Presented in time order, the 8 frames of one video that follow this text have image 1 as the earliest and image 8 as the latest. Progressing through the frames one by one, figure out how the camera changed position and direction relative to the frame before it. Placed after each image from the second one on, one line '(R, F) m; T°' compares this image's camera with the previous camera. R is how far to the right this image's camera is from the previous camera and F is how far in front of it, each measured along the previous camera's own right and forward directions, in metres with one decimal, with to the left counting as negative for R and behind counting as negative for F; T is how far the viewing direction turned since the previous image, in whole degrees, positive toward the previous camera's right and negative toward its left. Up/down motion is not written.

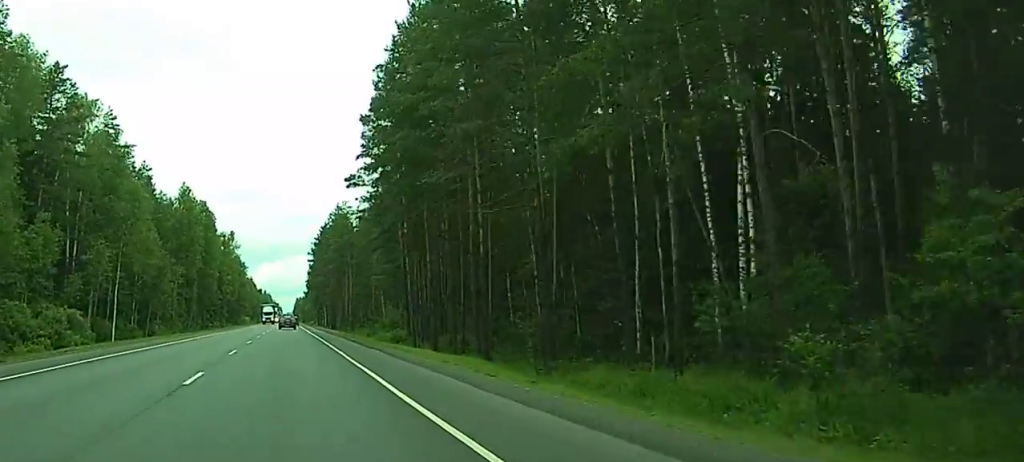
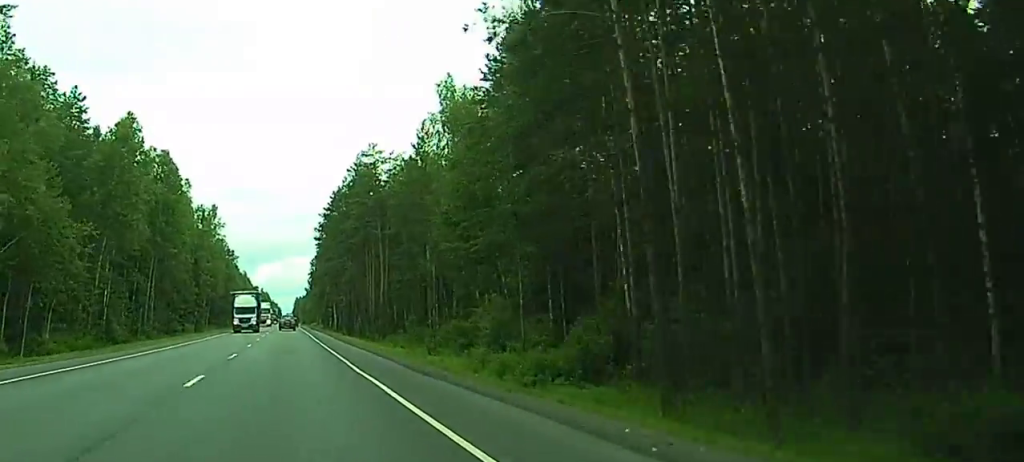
(-0.5, +47.7) m; -1°
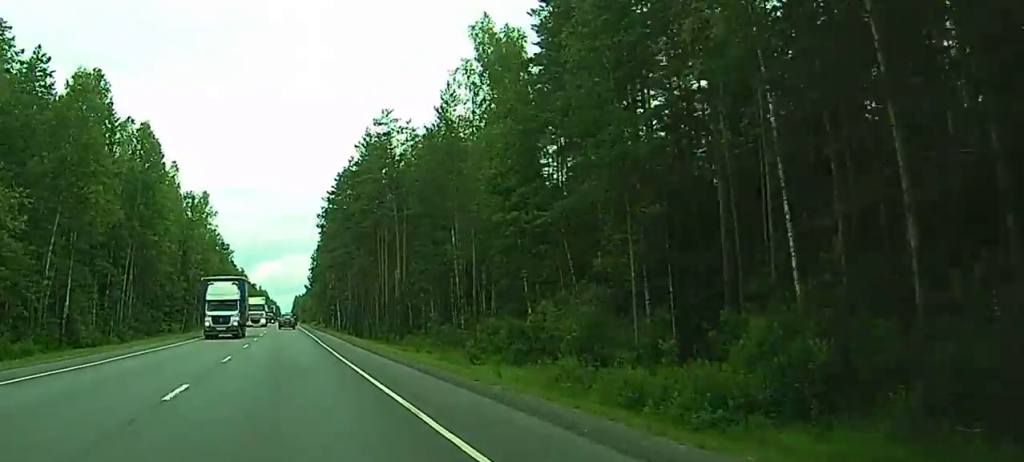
(0.0, +14.7) m; 0°
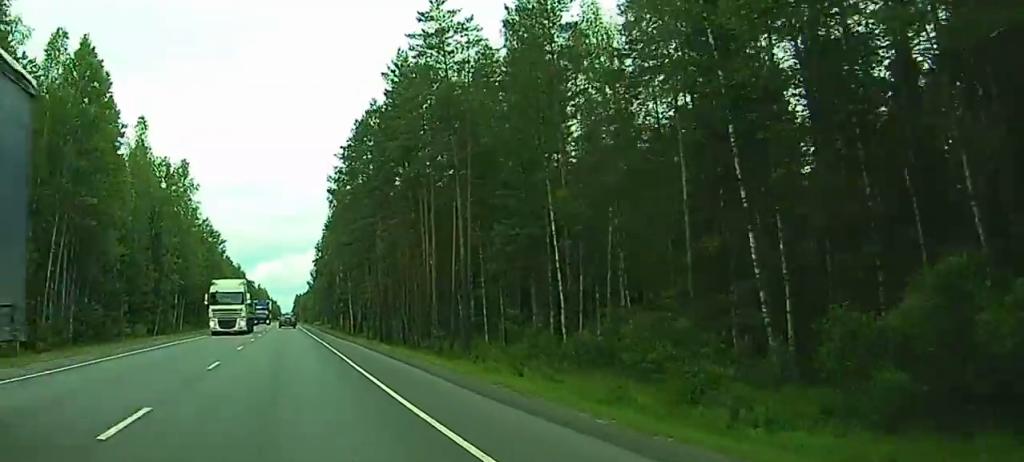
(0.0, +28.4) m; 0°
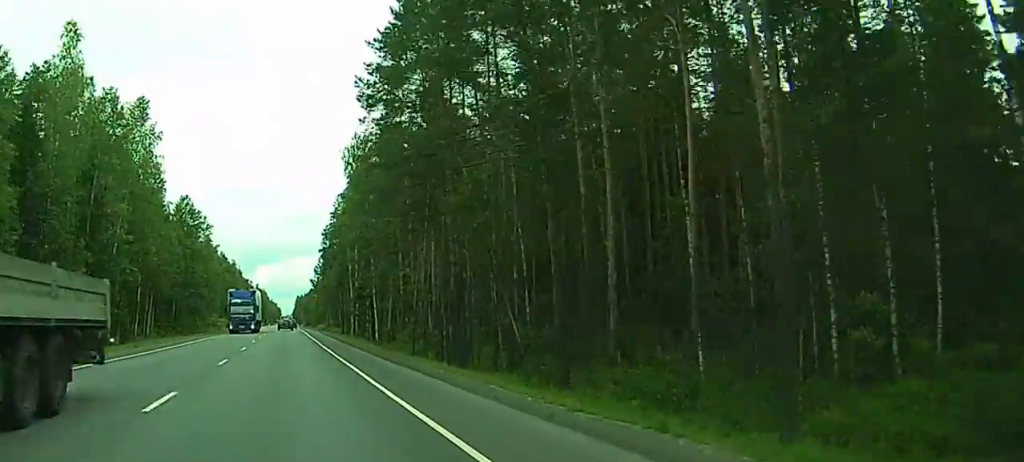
(+0.1, +33.0) m; 0°
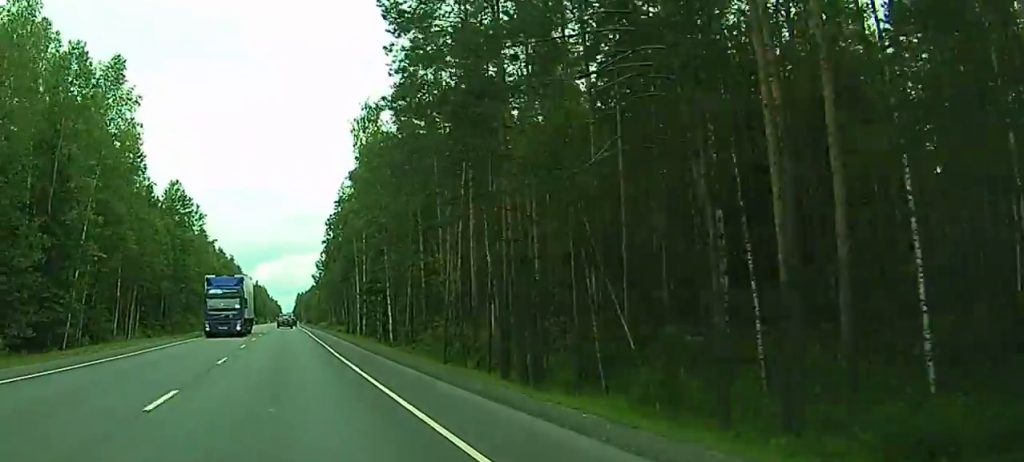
(0.0, +11.9) m; 0°
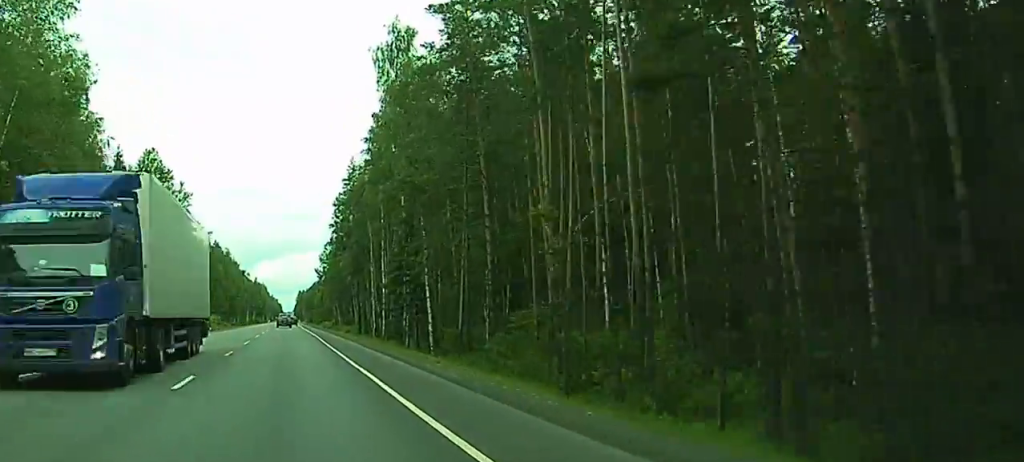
(0.0, +21.1) m; 0°
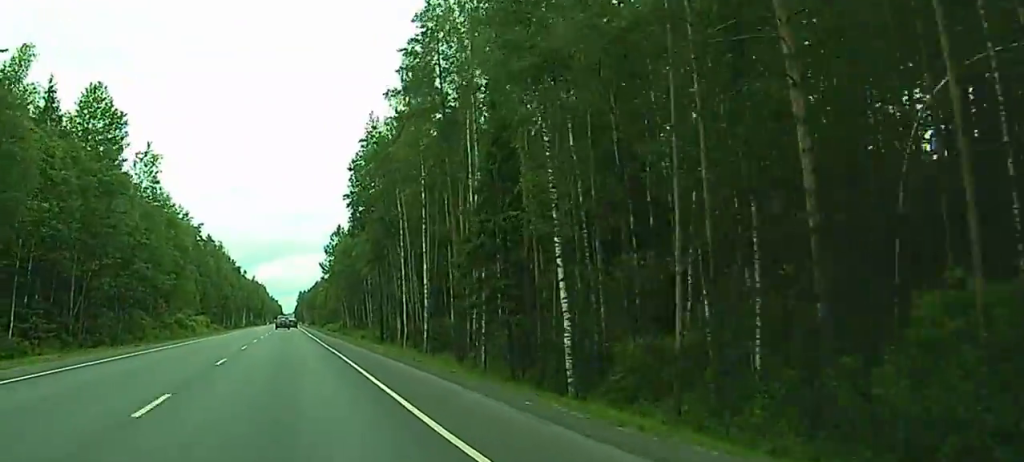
(0.0, +27.4) m; 0°
